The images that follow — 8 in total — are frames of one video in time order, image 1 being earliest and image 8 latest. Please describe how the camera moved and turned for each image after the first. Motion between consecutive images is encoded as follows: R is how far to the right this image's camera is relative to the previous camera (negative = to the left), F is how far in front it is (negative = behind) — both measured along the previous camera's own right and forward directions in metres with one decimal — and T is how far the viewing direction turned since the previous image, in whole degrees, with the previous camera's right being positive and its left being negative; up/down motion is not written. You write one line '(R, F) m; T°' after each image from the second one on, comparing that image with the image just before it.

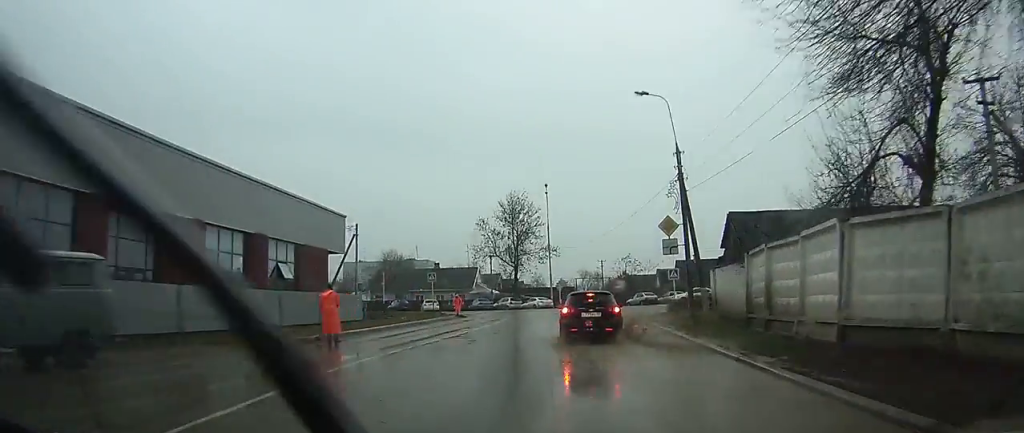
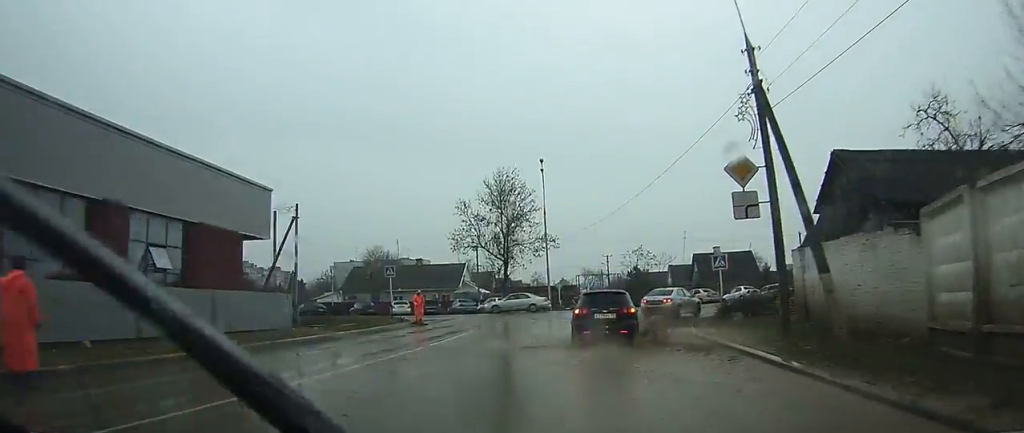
(-0.3, +11.8) m; 0°
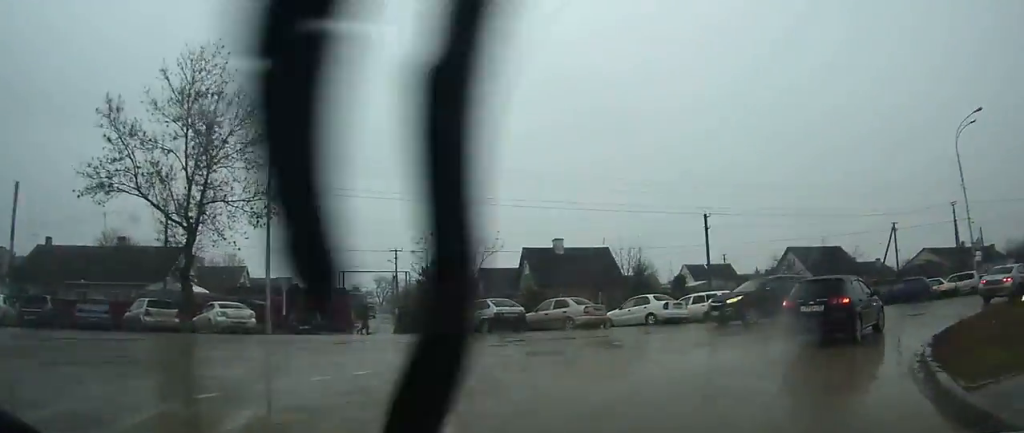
(+4.1, +26.5) m; +35°
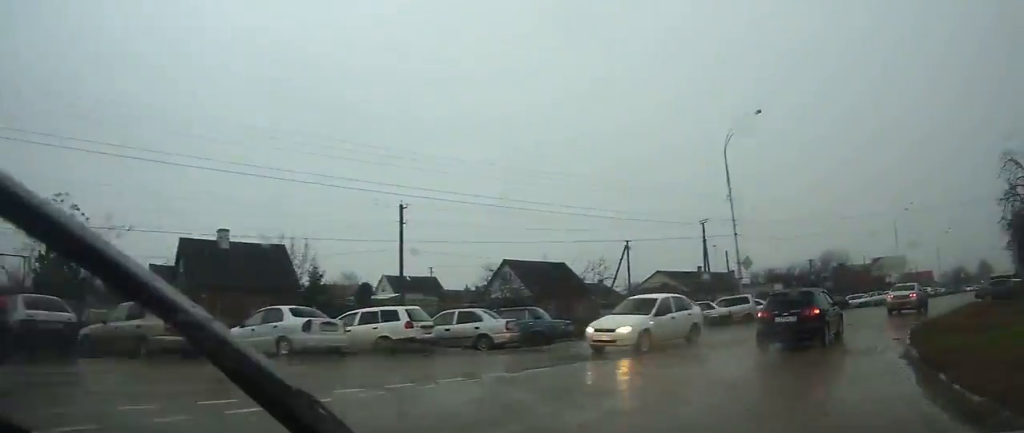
(+3.0, +10.0) m; +27°
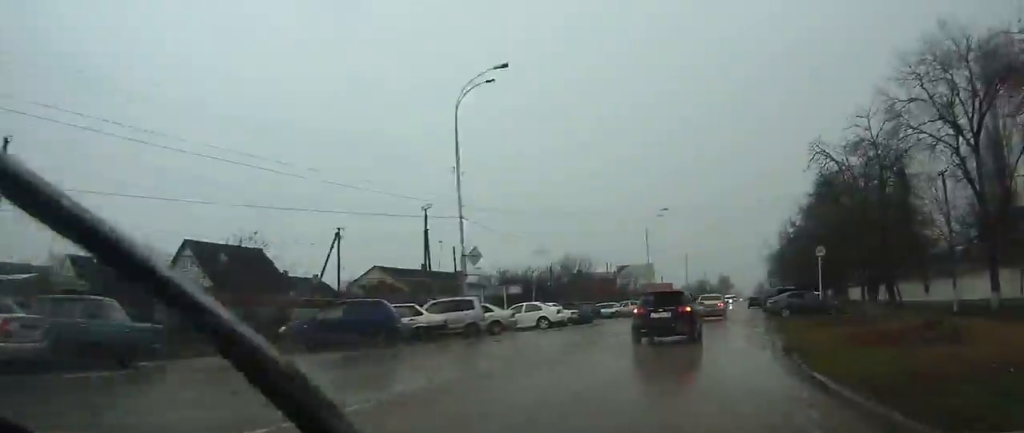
(+1.9, +9.3) m; +17°
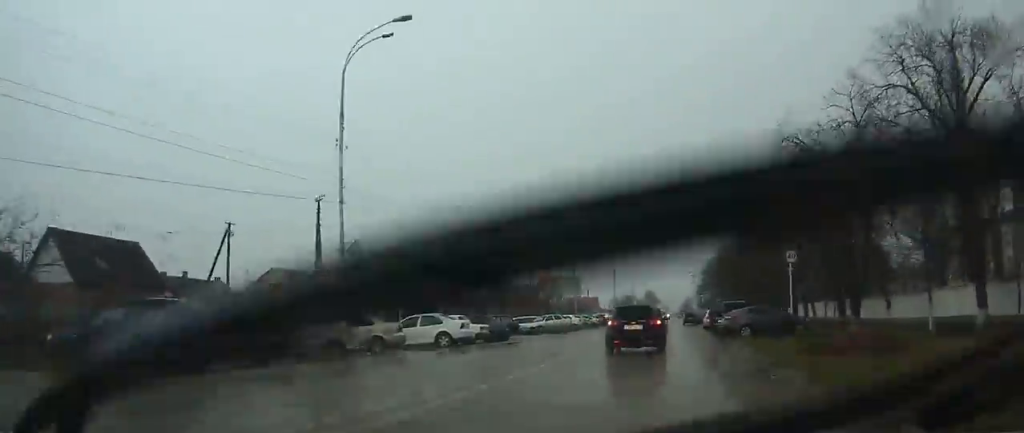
(+0.8, +6.3) m; +6°
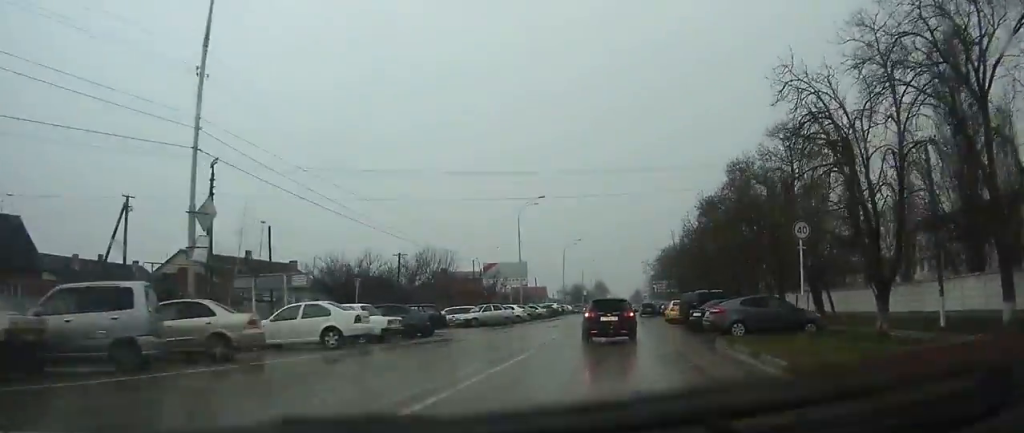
(+0.4, +6.8) m; +4°
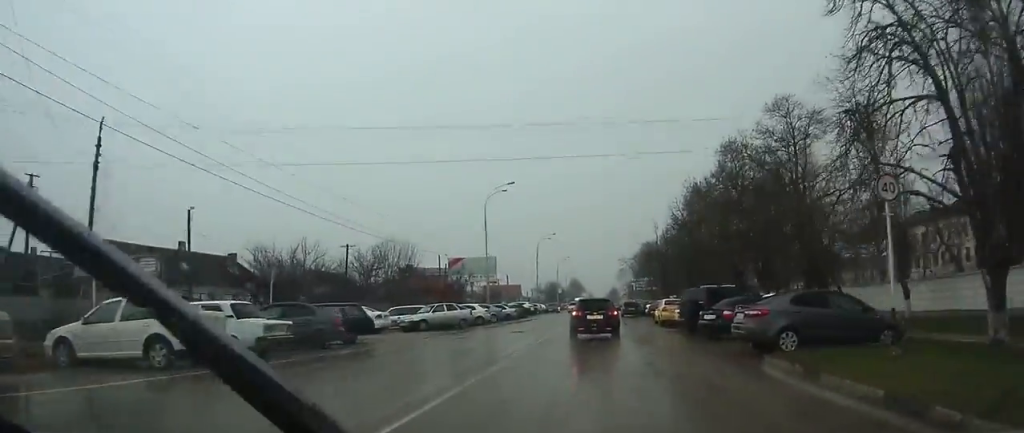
(+0.2, +7.3) m; +1°
